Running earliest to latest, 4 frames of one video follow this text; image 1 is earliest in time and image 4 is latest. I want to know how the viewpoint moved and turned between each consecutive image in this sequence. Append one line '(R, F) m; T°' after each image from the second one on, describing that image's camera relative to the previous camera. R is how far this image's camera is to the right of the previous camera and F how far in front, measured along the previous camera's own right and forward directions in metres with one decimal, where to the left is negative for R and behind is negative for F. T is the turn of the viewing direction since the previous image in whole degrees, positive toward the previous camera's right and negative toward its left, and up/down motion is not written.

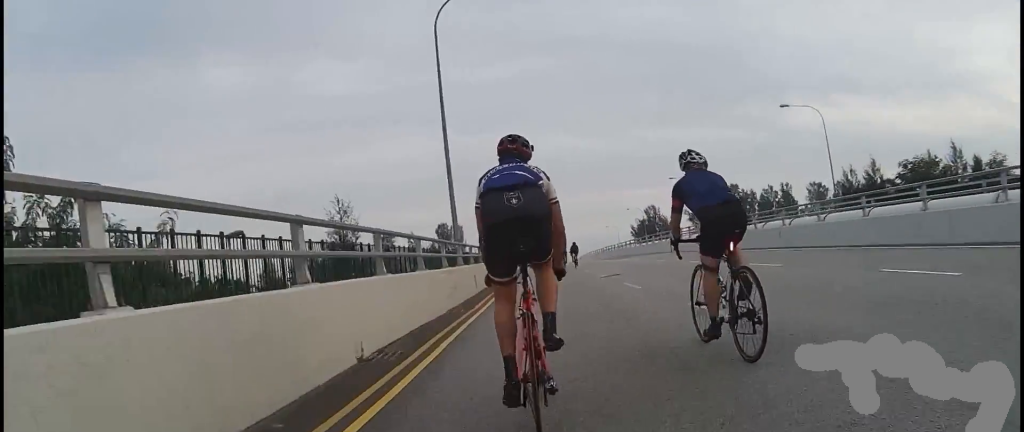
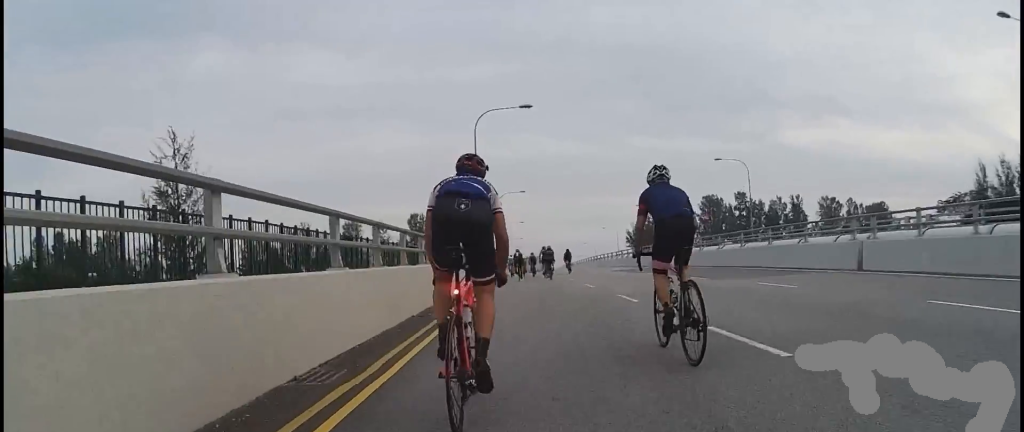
(+3.8, +25.3) m; +9°
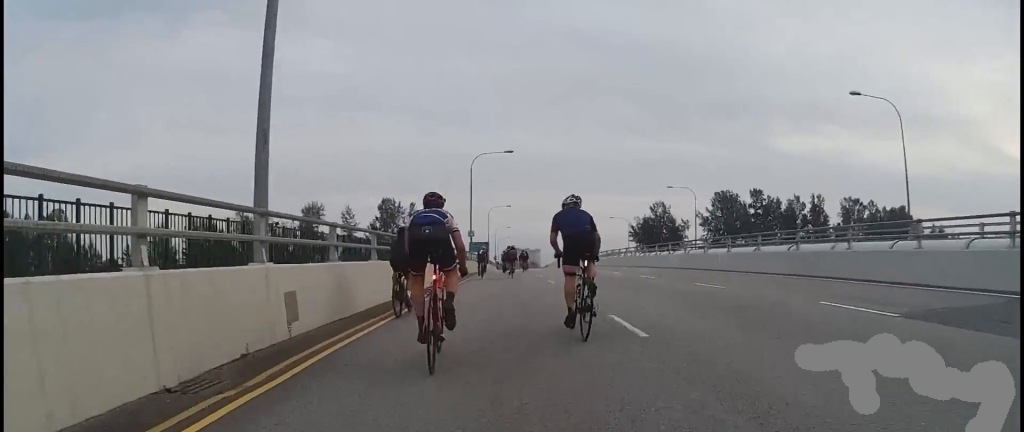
(+1.2, +28.5) m; -5°
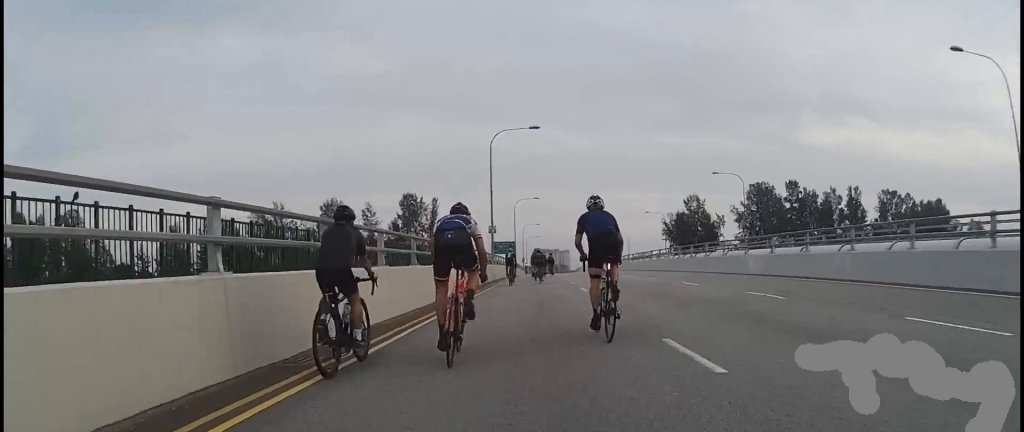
(-0.7, +7.7) m; -1°
